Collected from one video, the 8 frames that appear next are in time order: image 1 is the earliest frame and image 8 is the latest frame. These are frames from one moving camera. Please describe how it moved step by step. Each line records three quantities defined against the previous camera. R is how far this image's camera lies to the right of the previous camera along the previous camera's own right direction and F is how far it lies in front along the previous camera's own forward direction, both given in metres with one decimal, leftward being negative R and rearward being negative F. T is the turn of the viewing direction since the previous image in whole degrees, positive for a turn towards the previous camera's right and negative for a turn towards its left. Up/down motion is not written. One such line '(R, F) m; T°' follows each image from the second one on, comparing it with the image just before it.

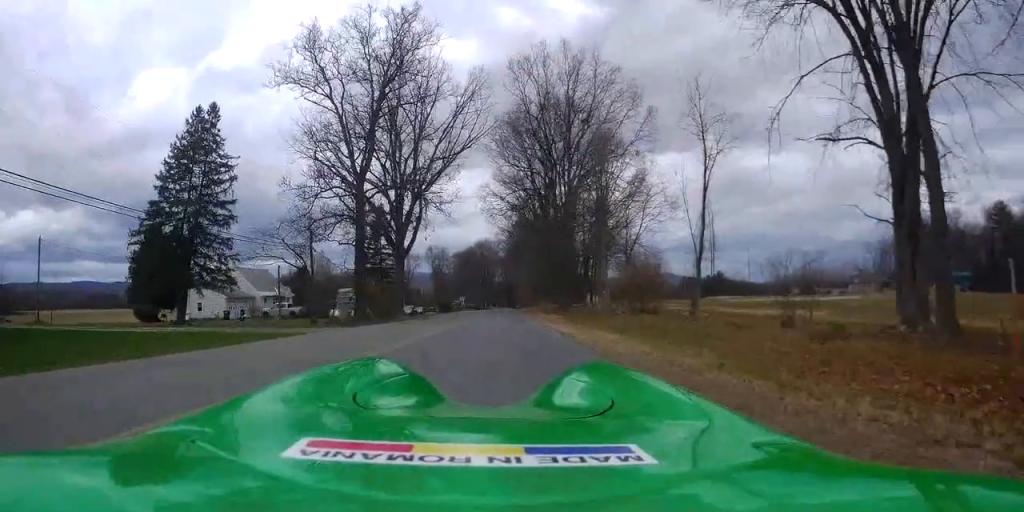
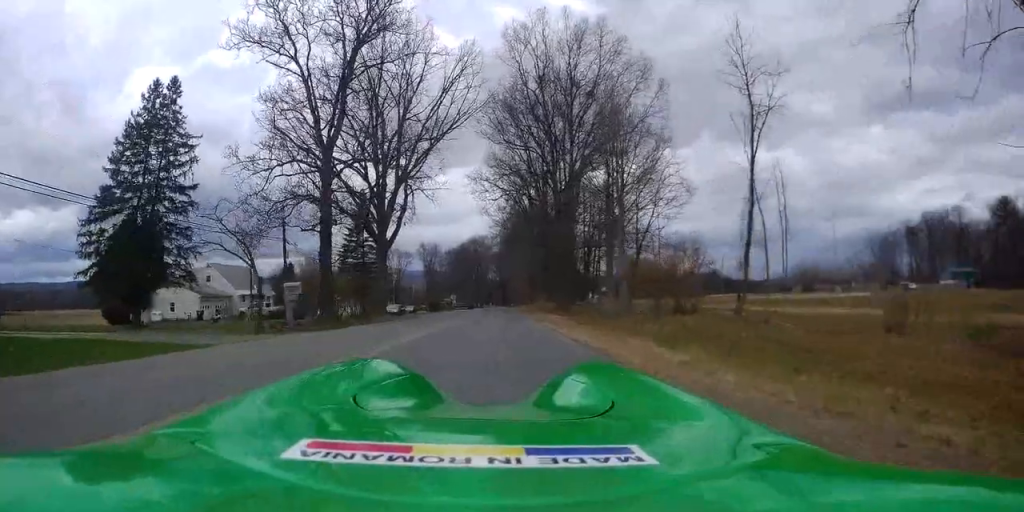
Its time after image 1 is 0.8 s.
(+0.1, +5.3) m; +1°
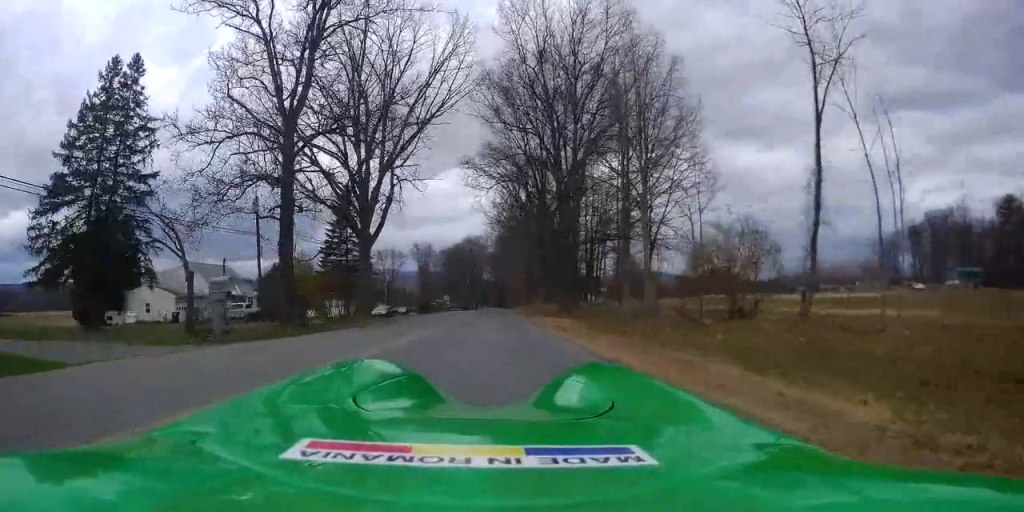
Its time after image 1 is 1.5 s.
(0.0, +4.7) m; -1°
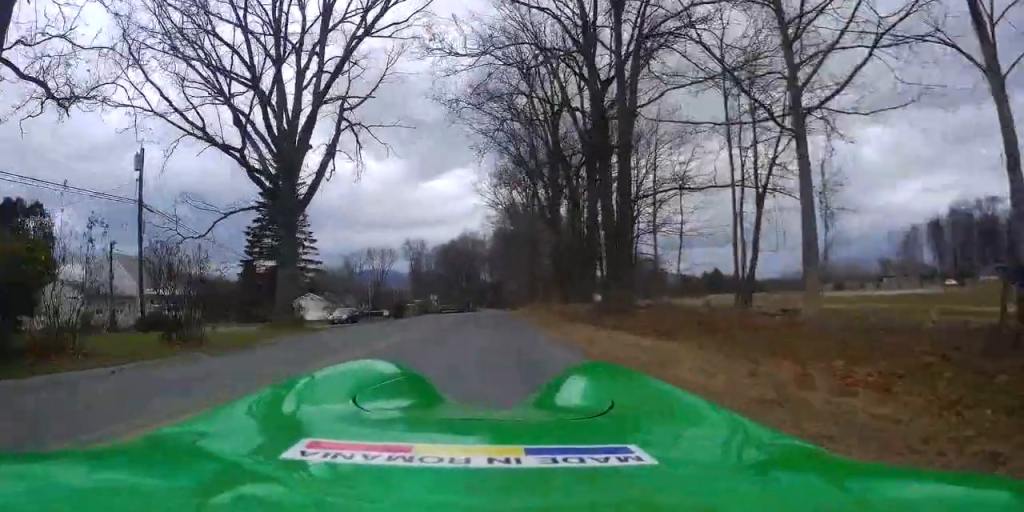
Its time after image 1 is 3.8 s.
(-1.1, +15.6) m; -4°
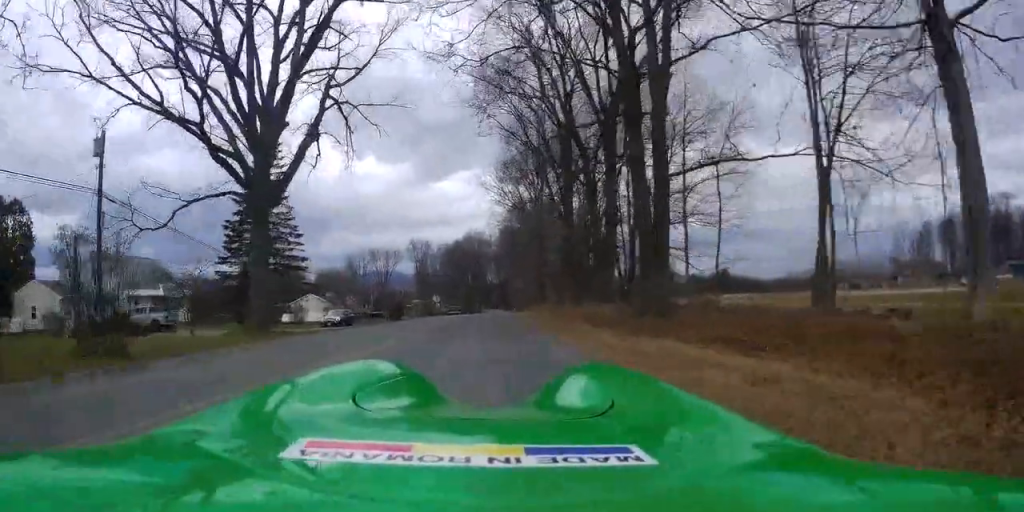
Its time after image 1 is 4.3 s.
(-0.1, +3.9) m; +2°
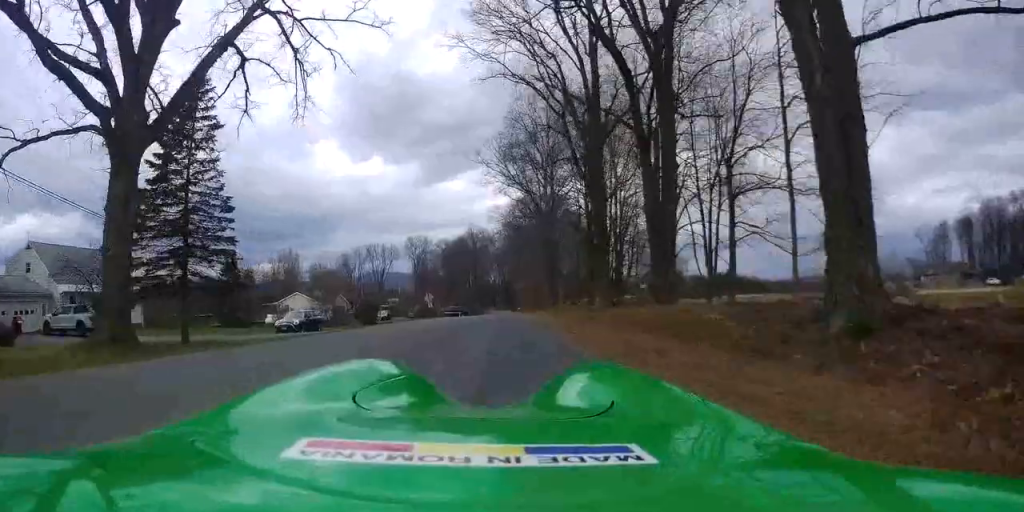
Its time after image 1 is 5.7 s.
(+0.5, +9.8) m; +3°
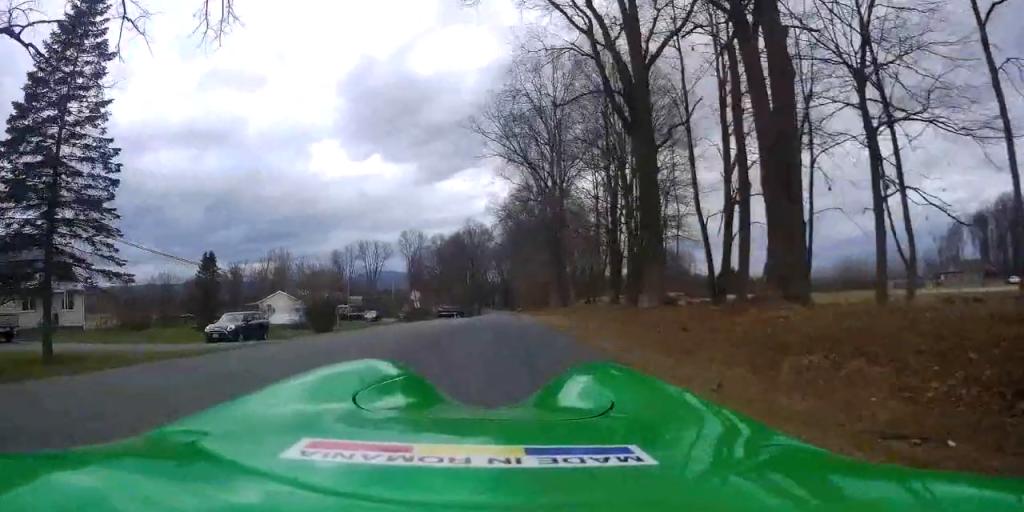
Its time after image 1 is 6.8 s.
(0.0, +8.8) m; 0°
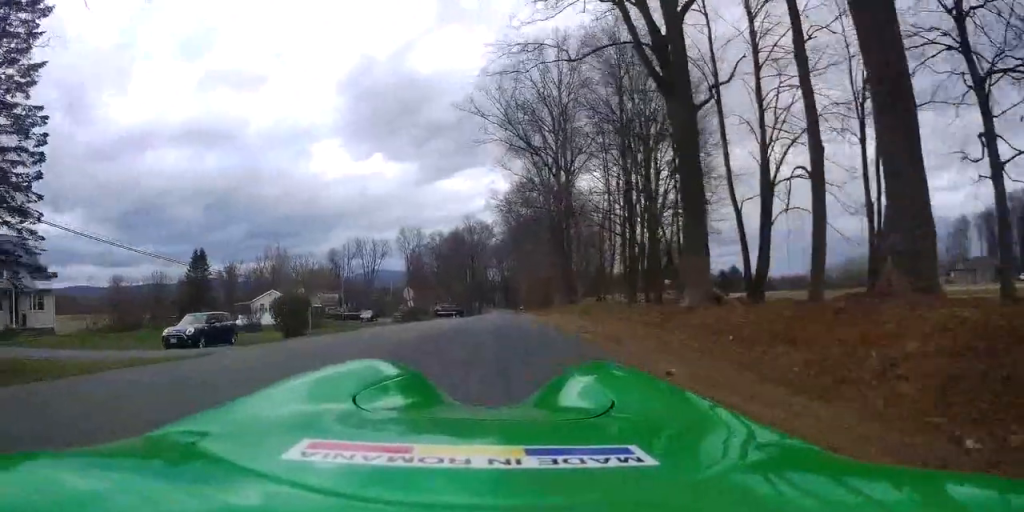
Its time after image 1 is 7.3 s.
(0.0, +3.8) m; 0°
